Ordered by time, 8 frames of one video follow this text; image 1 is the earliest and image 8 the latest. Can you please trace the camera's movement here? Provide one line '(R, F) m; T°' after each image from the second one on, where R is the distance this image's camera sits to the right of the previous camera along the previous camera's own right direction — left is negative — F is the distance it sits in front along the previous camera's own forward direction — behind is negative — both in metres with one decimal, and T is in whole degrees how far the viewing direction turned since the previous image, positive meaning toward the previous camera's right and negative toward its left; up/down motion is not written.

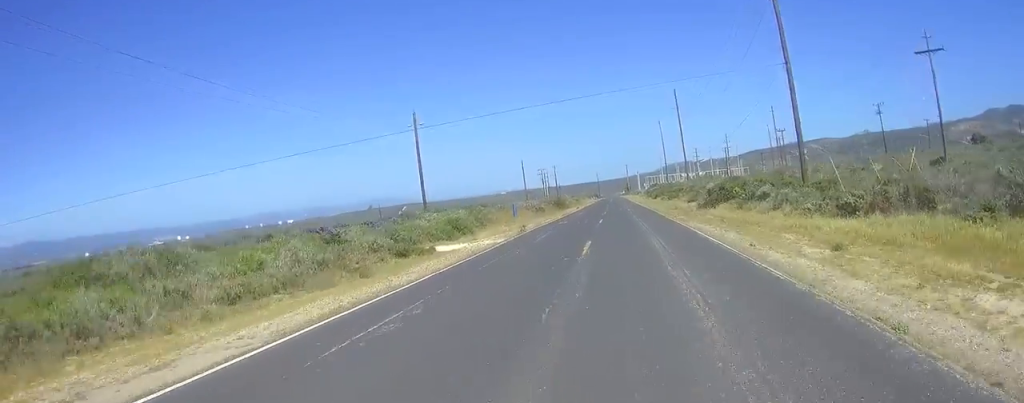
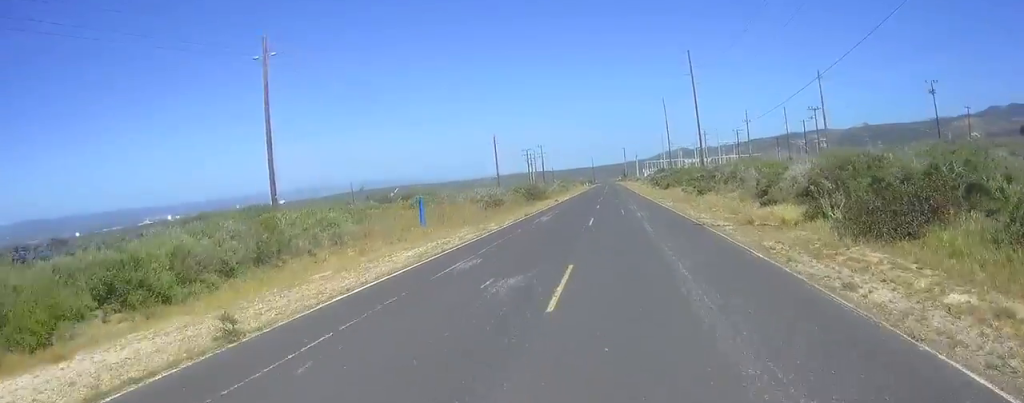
(+0.4, +27.5) m; +2°
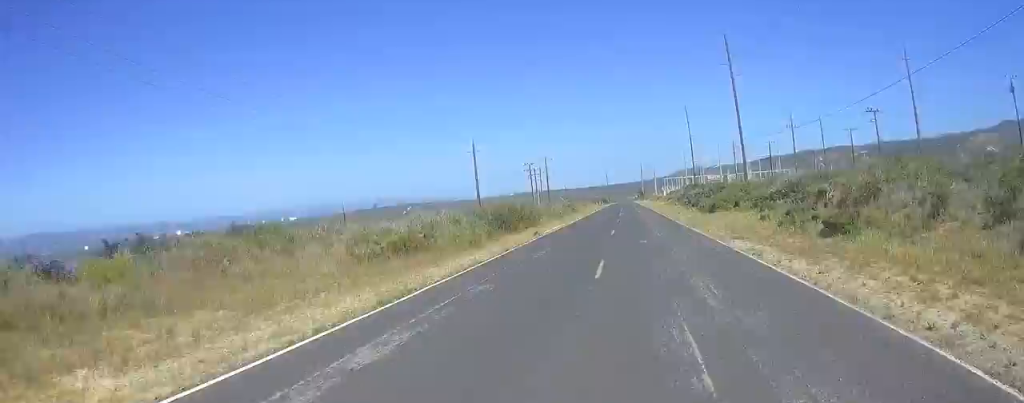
(0.0, +25.1) m; -1°
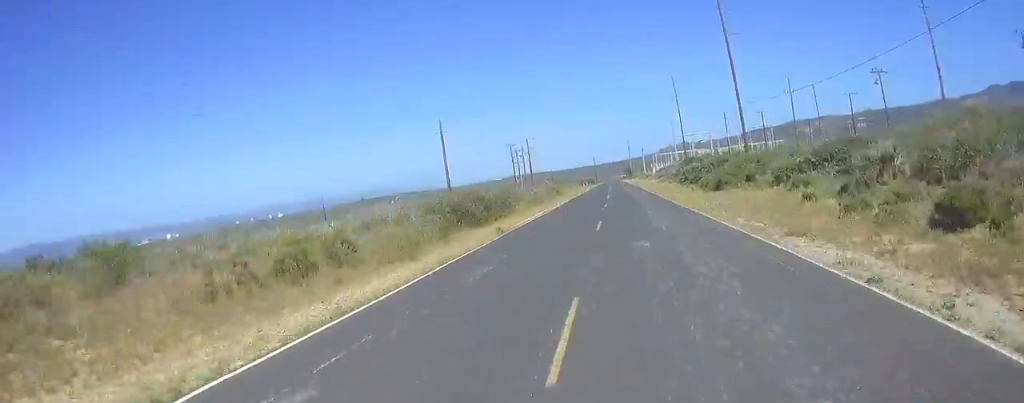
(-0.1, +8.3) m; -1°
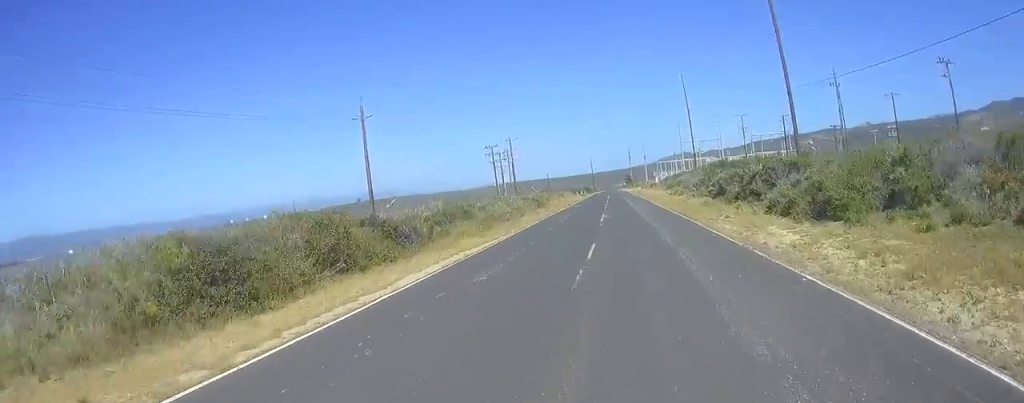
(-0.1, +21.8) m; 0°
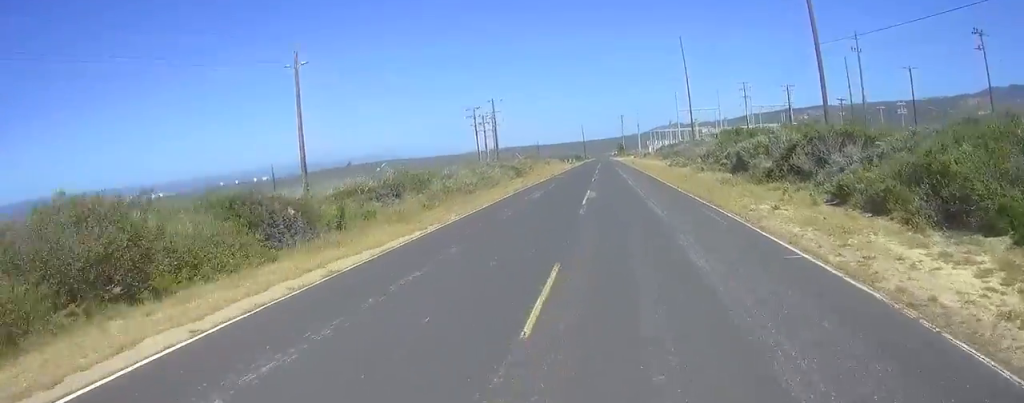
(0.0, +9.5) m; +1°
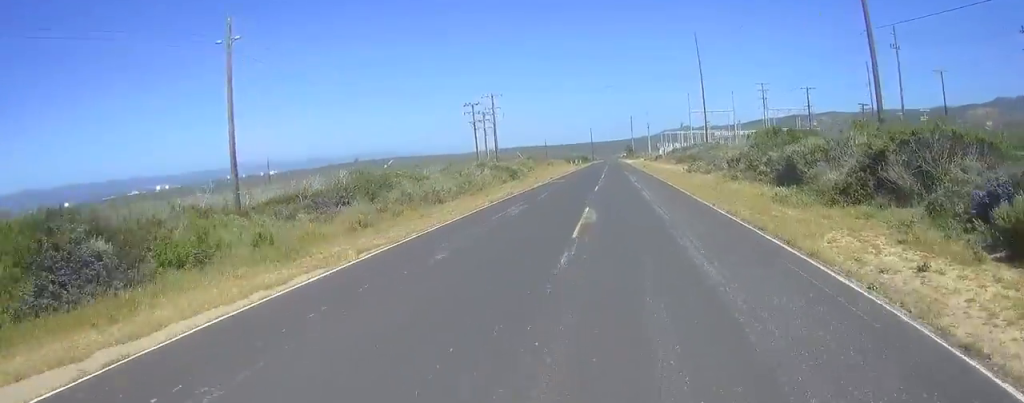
(+0.1, +8.6) m; +1°
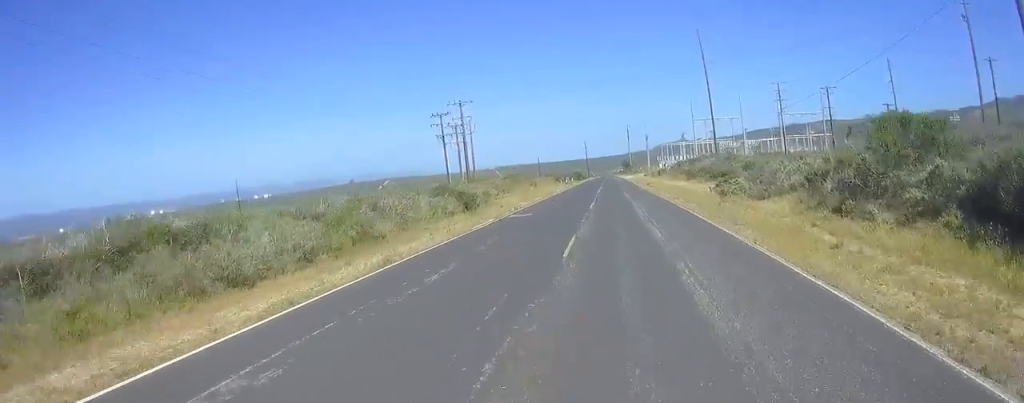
(+0.2, +17.3) m; +1°
